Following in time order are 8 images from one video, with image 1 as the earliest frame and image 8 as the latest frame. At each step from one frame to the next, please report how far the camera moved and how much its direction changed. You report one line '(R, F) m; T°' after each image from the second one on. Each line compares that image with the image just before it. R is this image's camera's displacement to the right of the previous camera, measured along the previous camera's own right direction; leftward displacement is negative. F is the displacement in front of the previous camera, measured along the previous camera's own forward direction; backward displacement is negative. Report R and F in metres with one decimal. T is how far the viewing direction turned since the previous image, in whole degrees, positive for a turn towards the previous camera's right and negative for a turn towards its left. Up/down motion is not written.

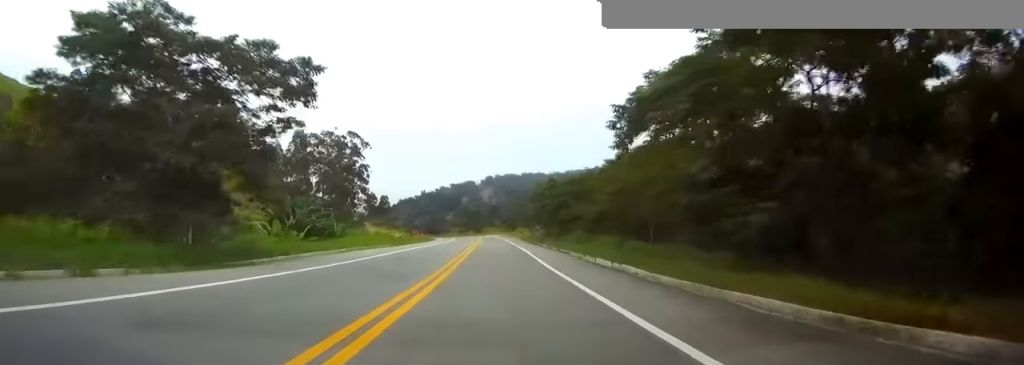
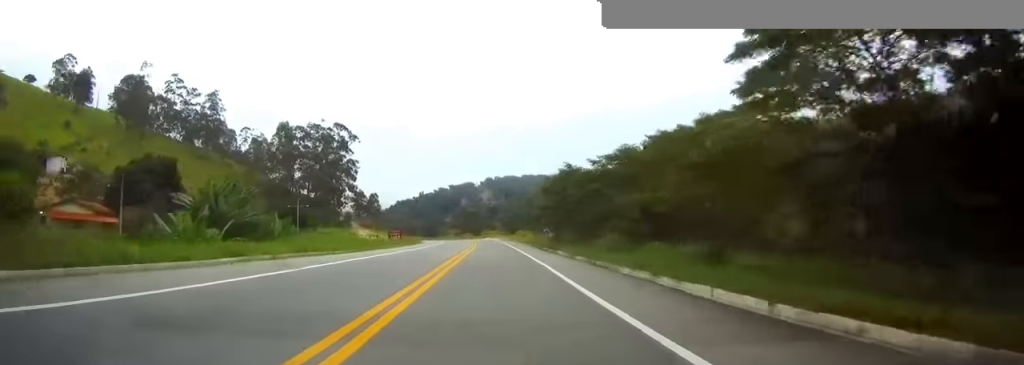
(0.0, +16.7) m; 0°
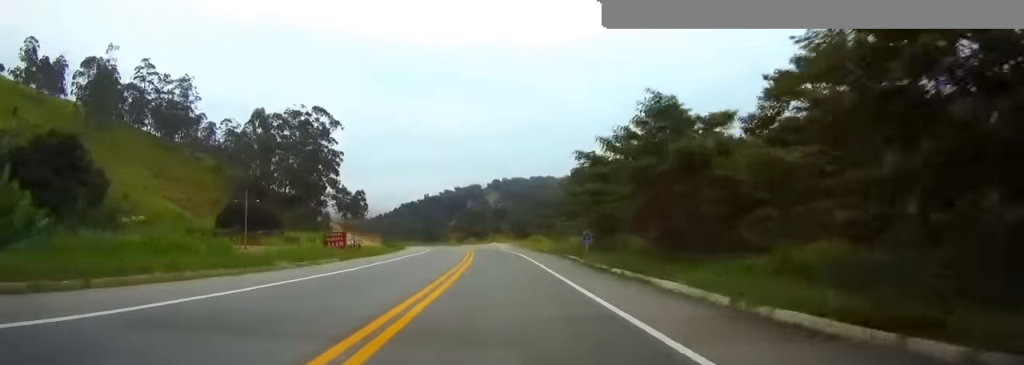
(0.0, +28.2) m; 0°
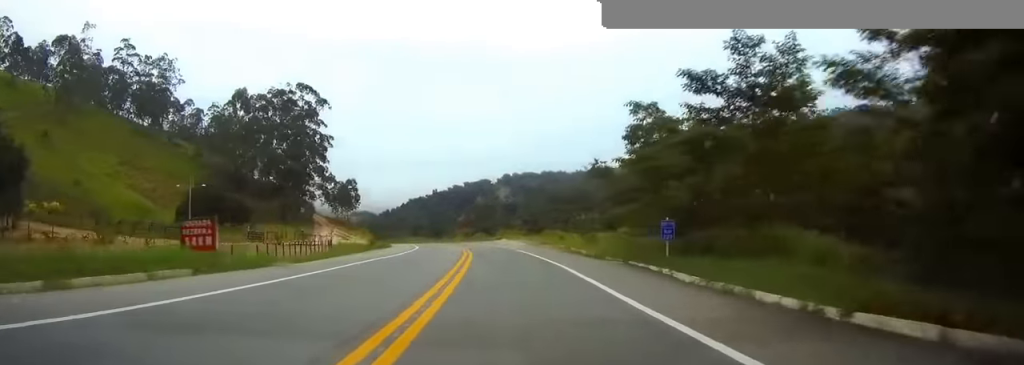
(0.0, +20.1) m; 0°
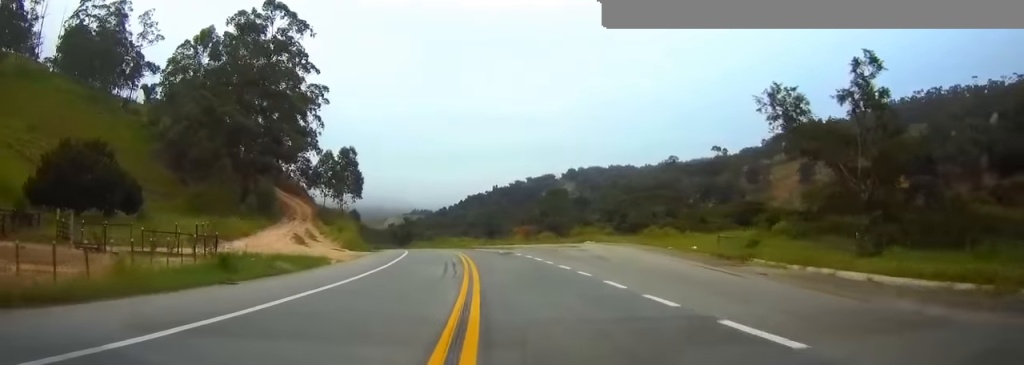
(0.0, +48.9) m; 0°
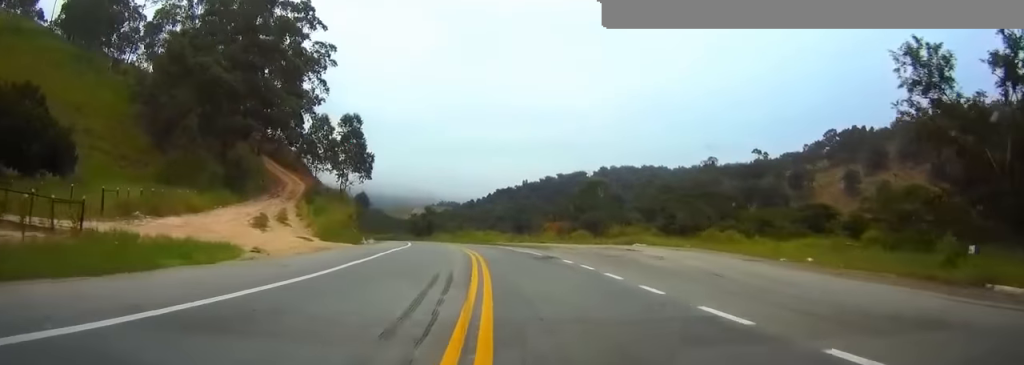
(0.0, +15.7) m; 0°
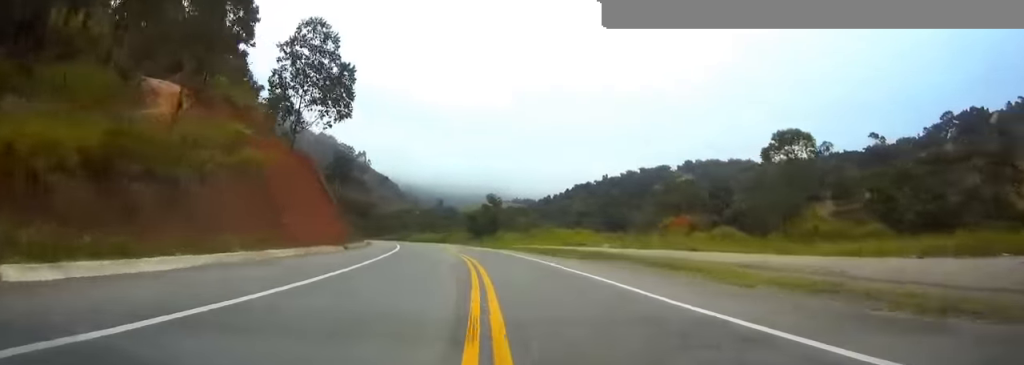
(0.0, +49.7) m; 0°
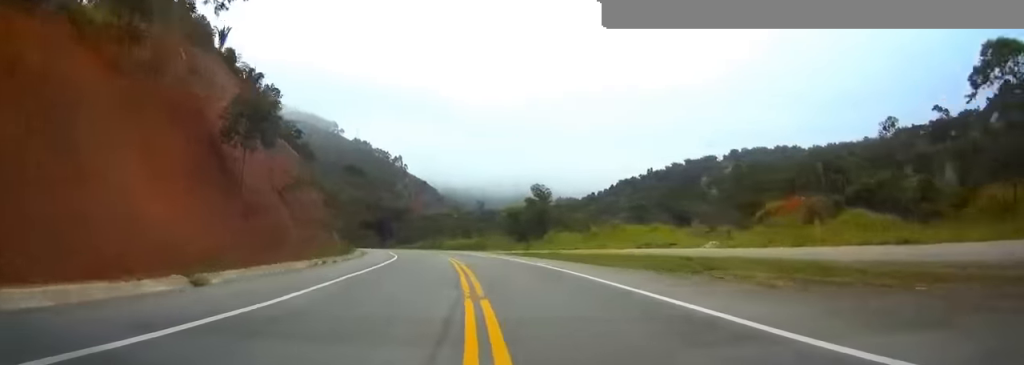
(0.0, +25.2) m; 0°
